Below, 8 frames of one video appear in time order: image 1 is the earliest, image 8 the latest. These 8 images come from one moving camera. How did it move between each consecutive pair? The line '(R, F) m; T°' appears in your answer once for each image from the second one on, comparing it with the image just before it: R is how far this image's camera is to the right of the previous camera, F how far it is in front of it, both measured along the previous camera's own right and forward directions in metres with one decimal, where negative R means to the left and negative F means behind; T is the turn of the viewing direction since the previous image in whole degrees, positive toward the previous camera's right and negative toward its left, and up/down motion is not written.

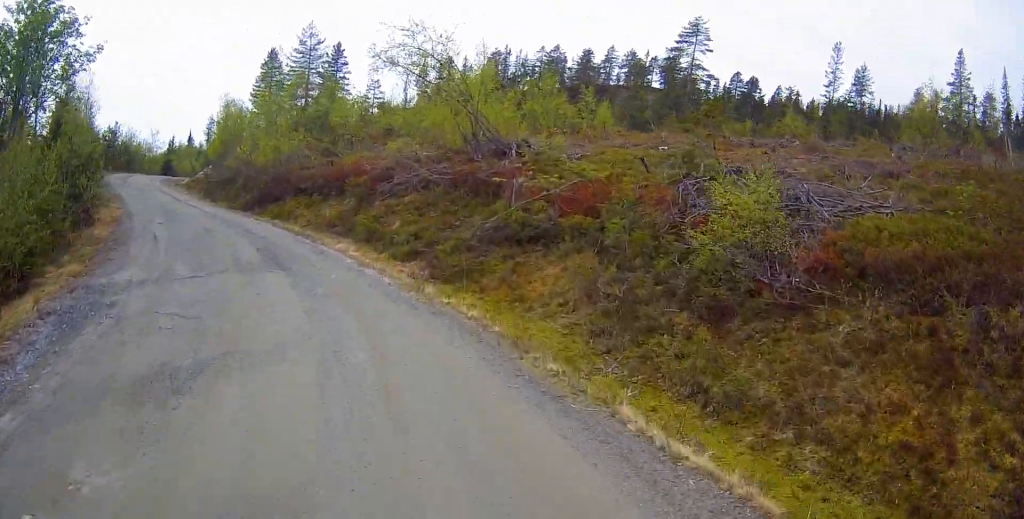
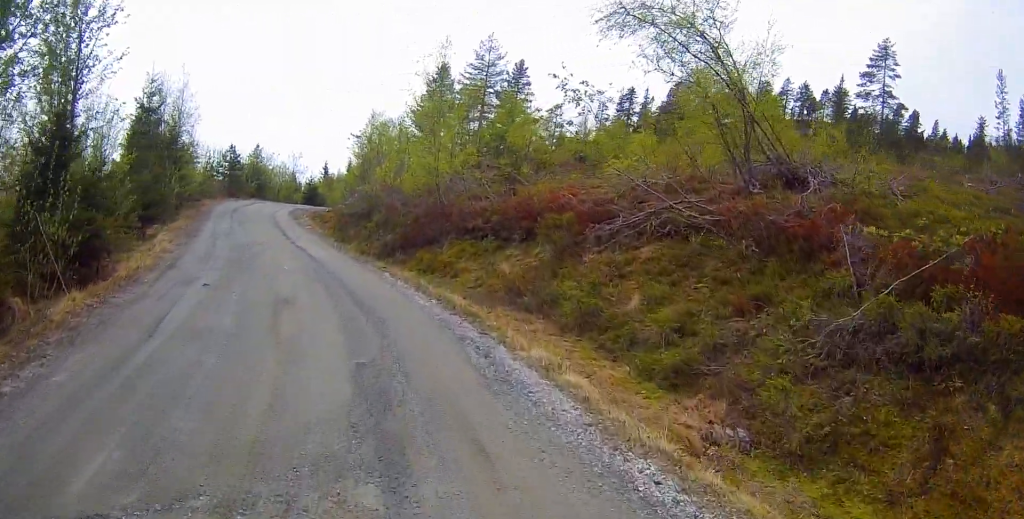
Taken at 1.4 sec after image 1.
(-1.2, +8.2) m; -15°
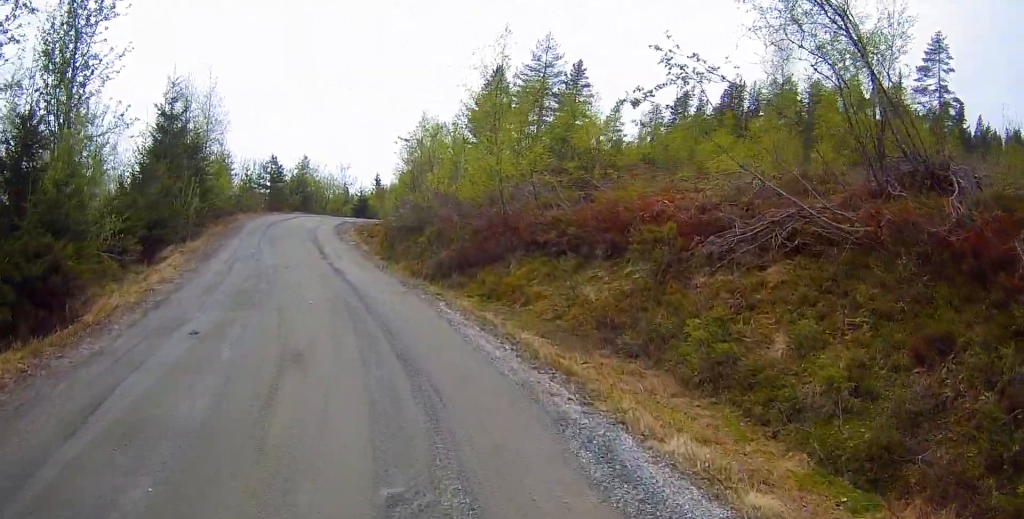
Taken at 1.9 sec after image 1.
(-0.1, +3.1) m; -6°
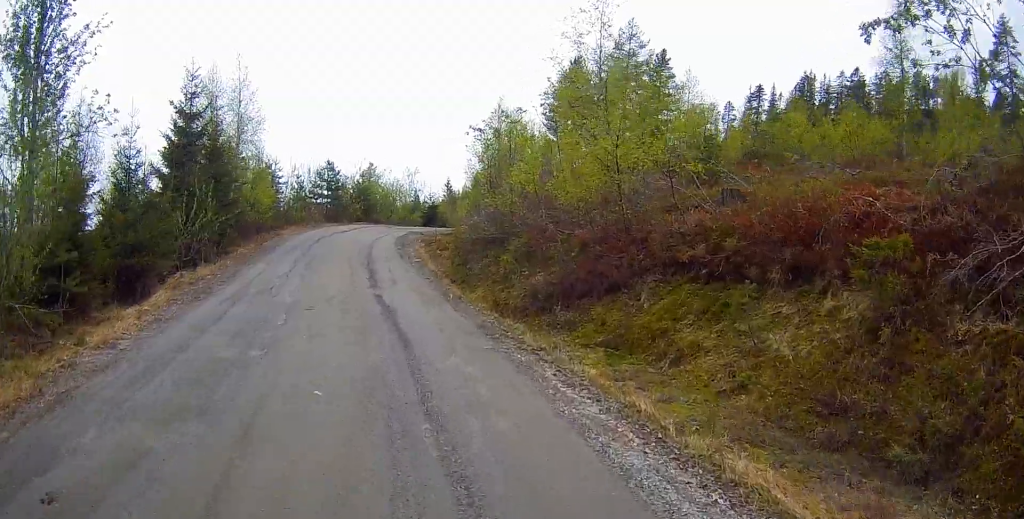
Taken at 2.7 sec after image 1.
(-0.5, +5.1) m; -6°
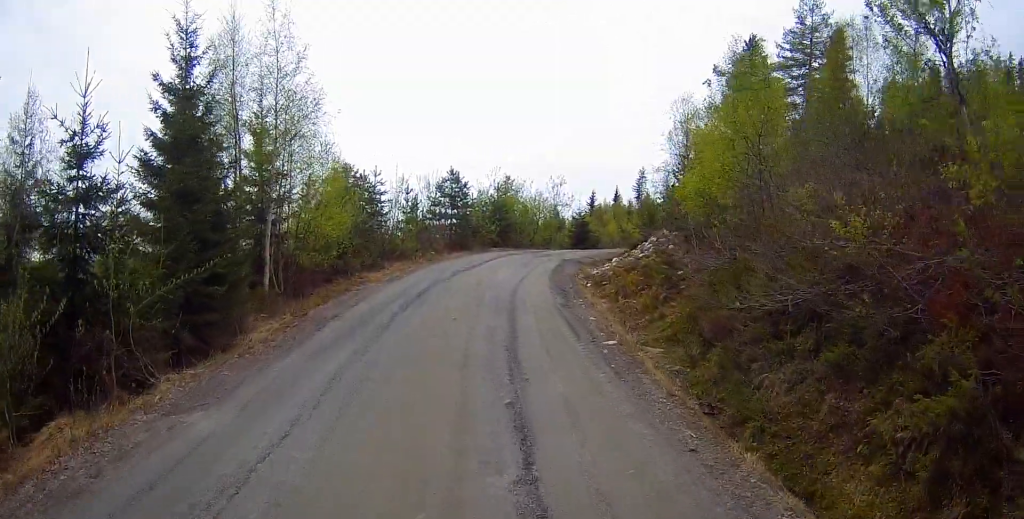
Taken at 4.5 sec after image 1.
(-1.1, +11.2) m; -10°
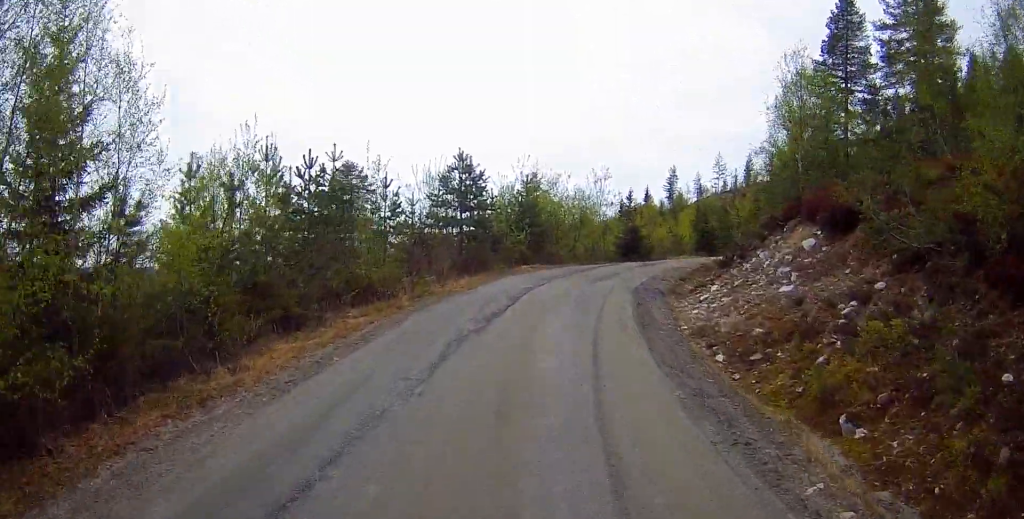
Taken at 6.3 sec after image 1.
(-0.2, +11.3) m; +1°
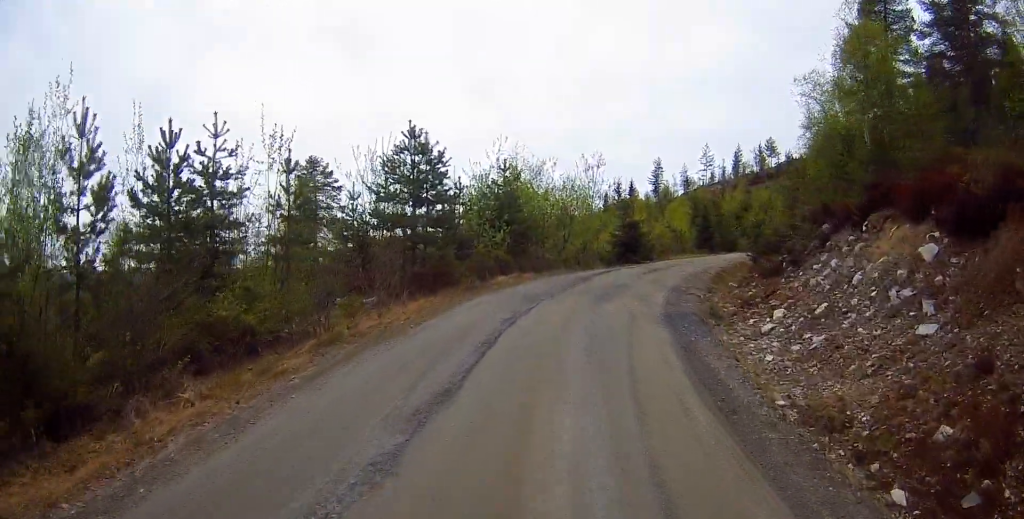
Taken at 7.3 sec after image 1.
(+0.1, +6.3) m; +2°
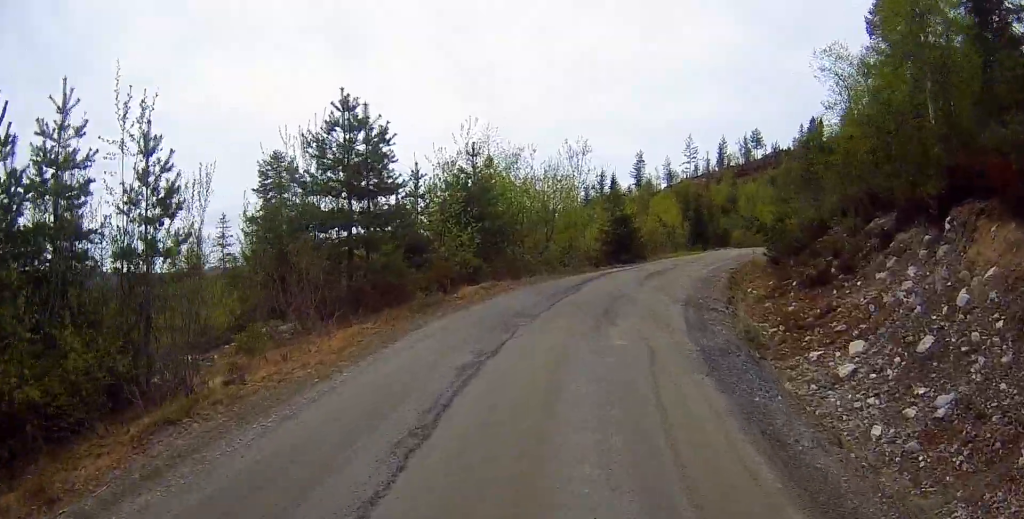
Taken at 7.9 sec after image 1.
(+0.1, +4.2) m; +1°
